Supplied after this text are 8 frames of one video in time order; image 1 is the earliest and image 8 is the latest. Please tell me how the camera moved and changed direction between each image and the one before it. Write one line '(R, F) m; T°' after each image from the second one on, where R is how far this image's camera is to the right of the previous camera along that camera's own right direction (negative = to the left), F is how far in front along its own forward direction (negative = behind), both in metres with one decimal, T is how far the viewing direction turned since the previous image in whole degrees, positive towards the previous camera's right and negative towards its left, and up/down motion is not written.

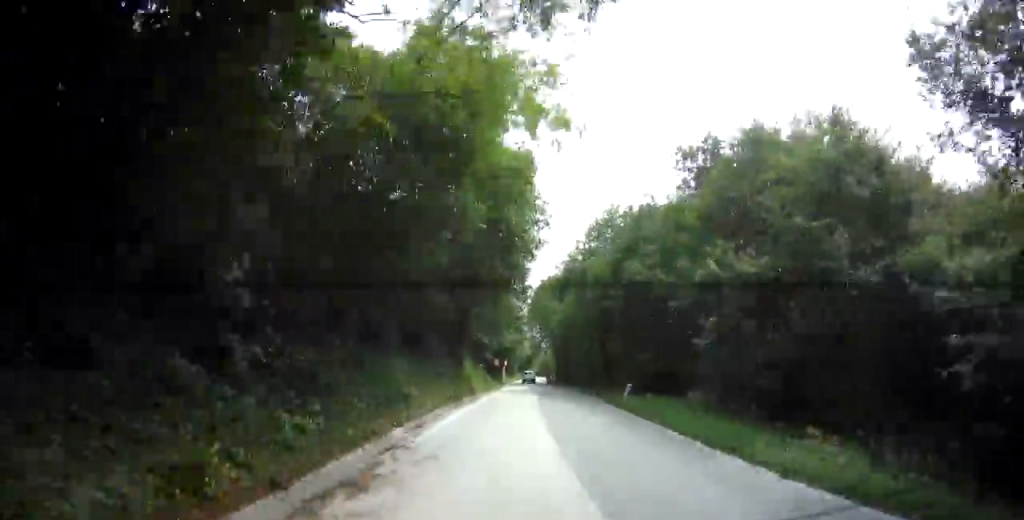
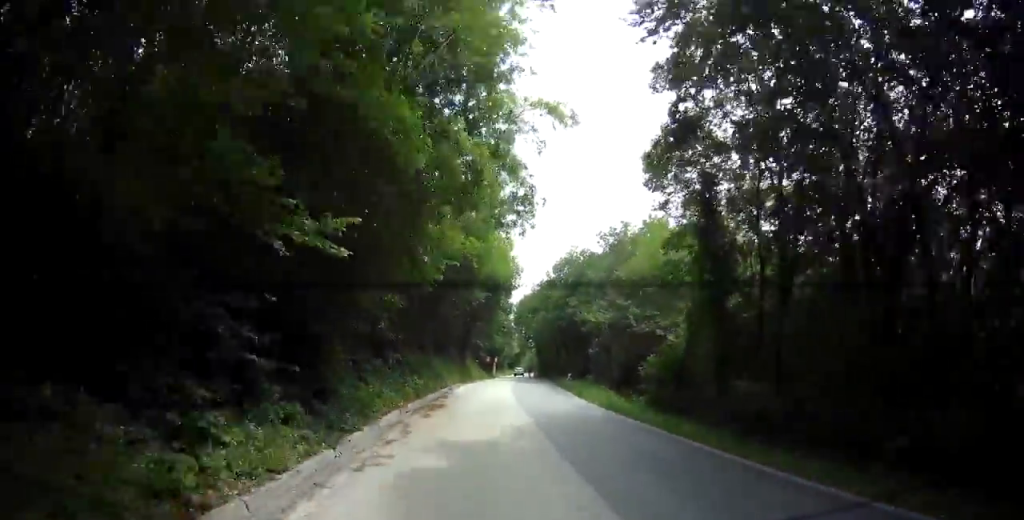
(+0.1, +12.4) m; +3°
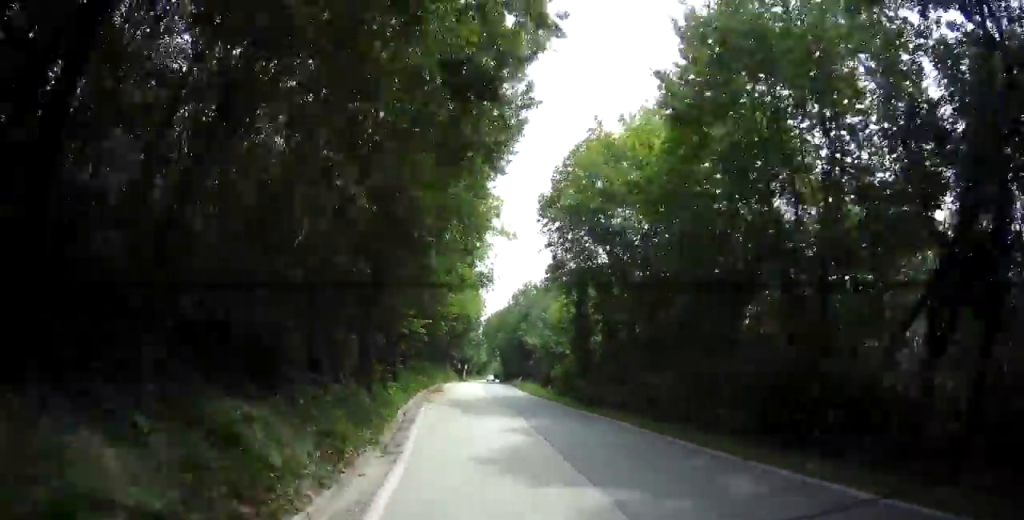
(+0.5, +13.0) m; +10°
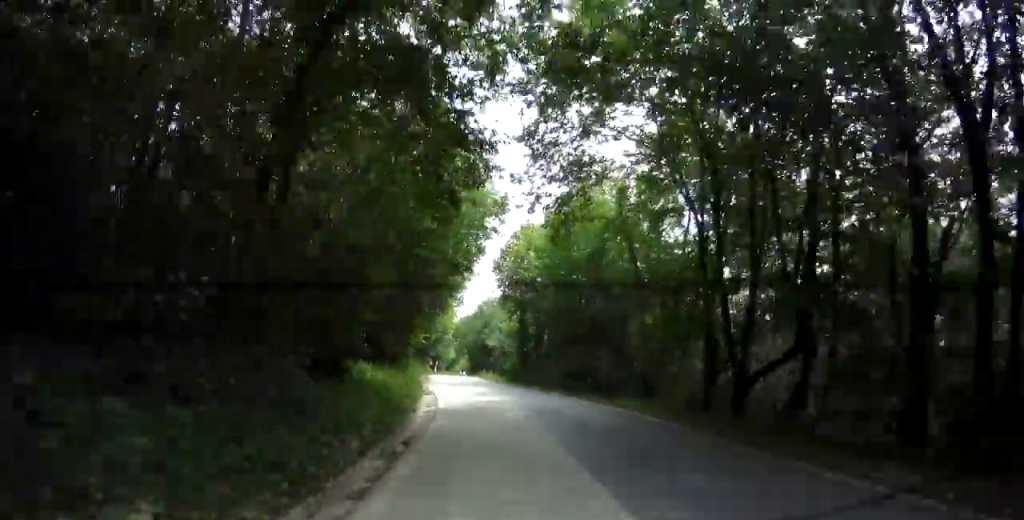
(+1.7, +13.6) m; +3°
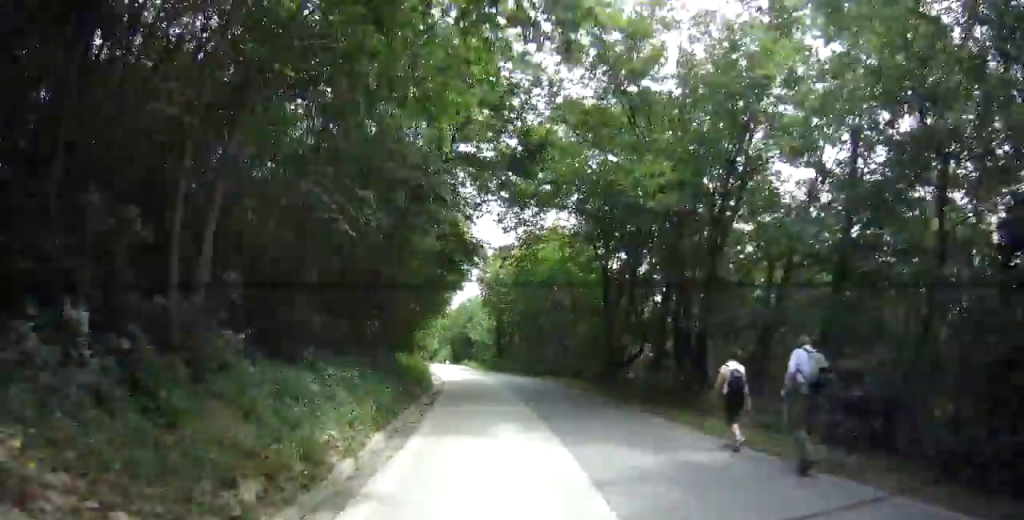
(-0.7, +9.8) m; -4°
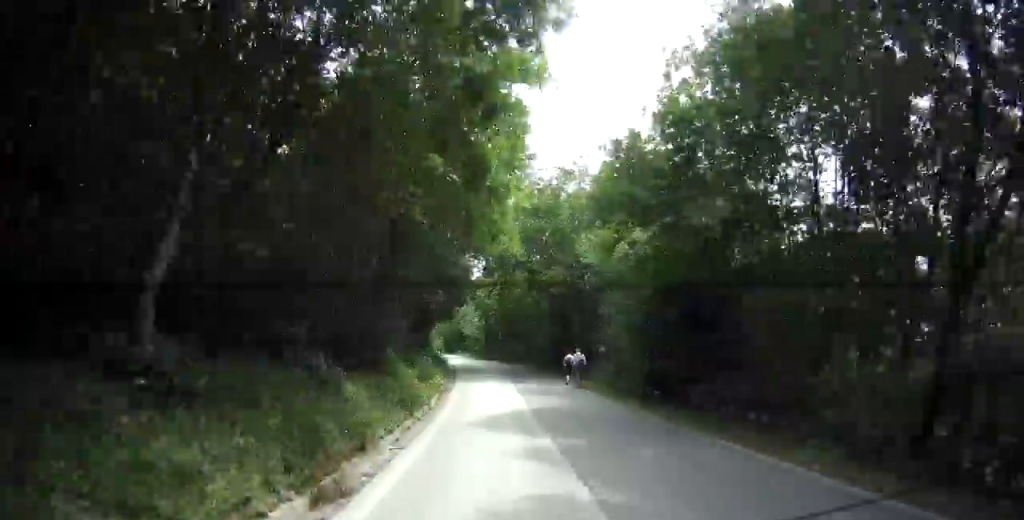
(-0.7, +14.2) m; 0°
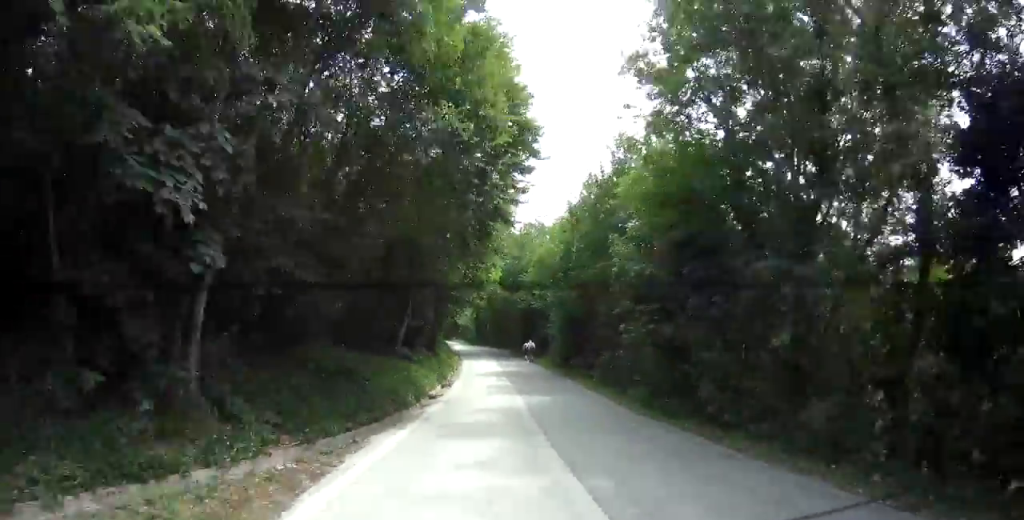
(+1.0, +16.4) m; 0°
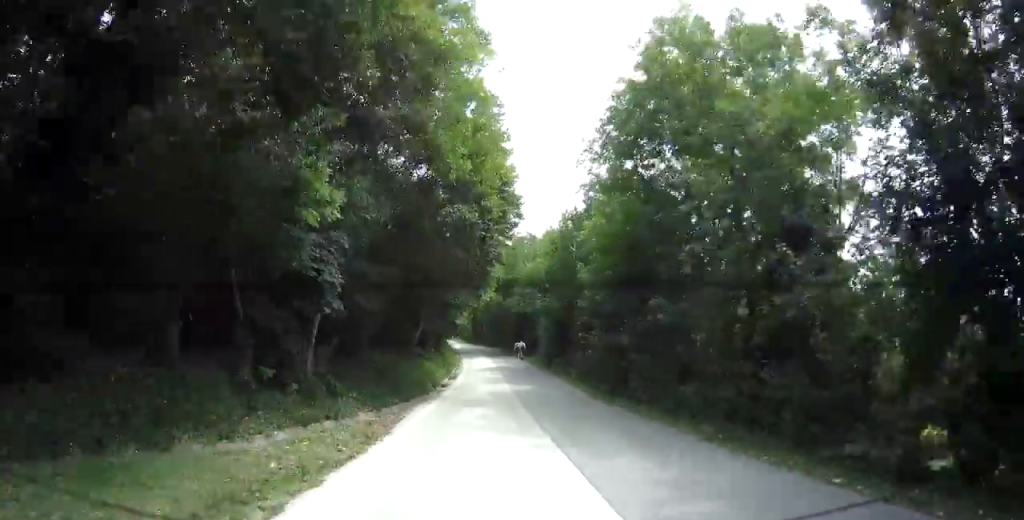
(-0.5, +5.4) m; -1°
